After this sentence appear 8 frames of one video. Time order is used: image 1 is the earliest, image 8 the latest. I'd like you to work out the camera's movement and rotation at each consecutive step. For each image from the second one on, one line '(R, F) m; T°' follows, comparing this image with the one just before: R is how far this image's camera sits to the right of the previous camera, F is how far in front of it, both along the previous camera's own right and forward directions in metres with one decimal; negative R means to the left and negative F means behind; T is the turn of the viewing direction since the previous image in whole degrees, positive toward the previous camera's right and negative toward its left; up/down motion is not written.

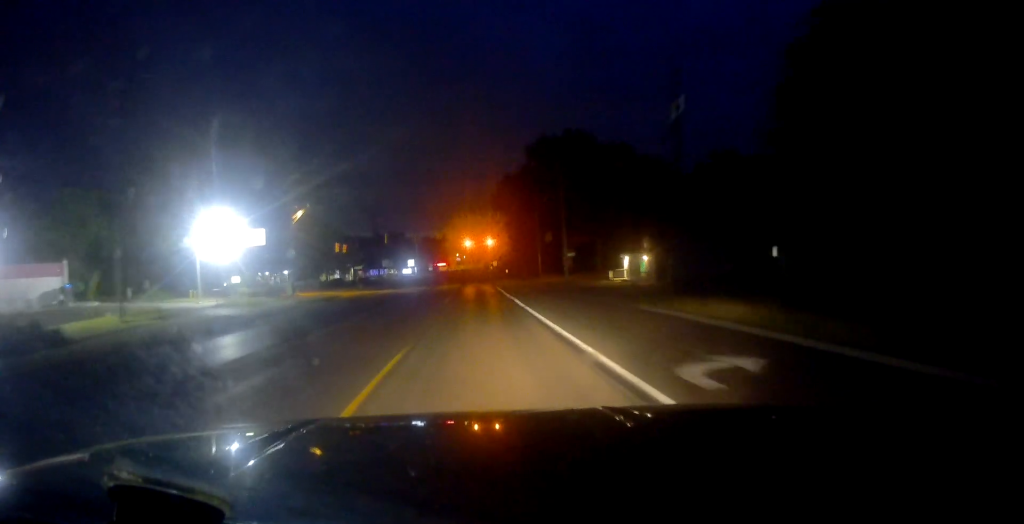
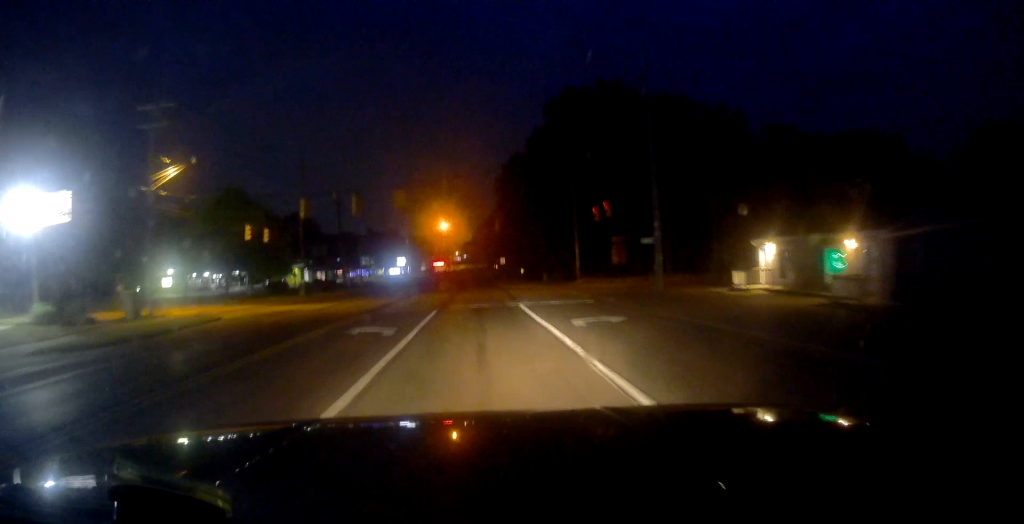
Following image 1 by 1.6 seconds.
(0.0, +30.2) m; -1°
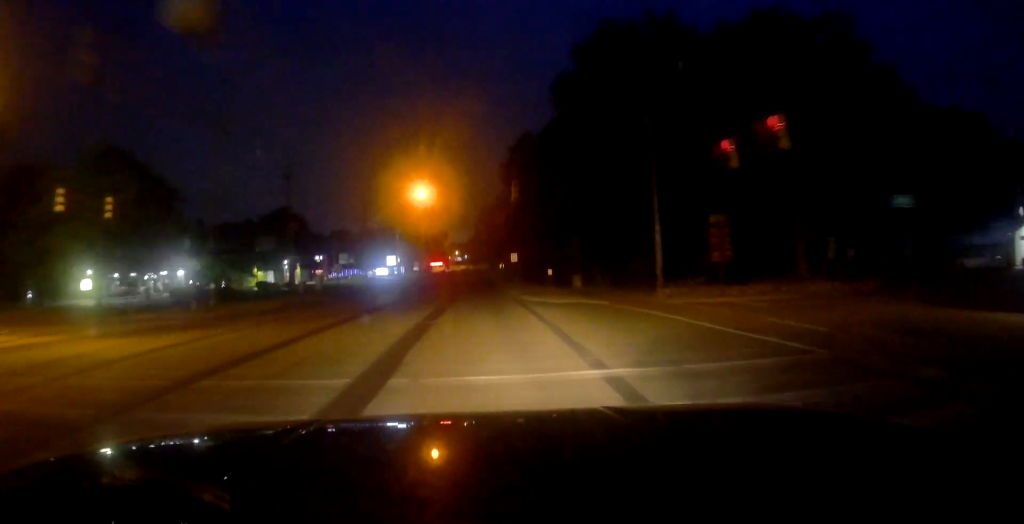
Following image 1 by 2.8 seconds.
(-0.1, +23.0) m; +1°
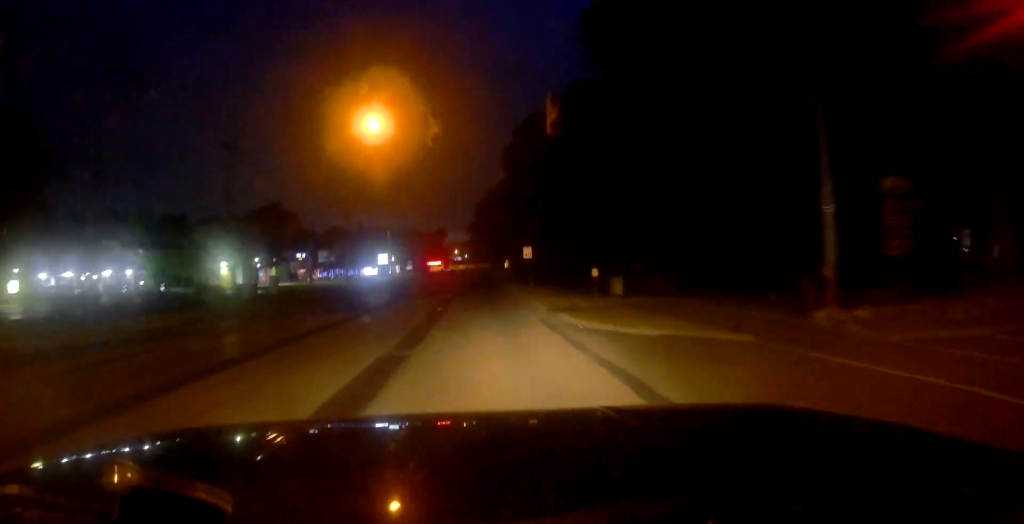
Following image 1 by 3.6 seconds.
(+0.4, +14.8) m; 0°
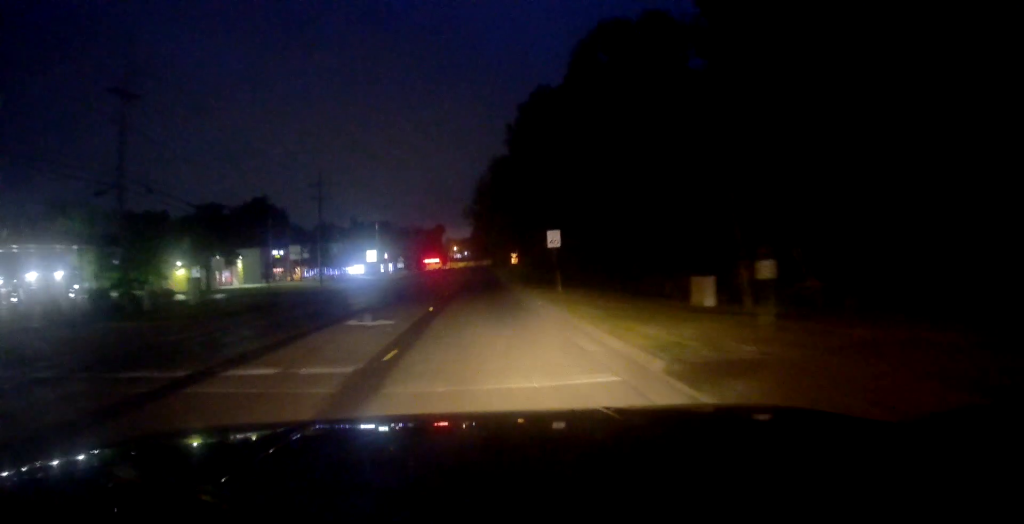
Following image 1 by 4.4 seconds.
(-0.3, +14.8) m; 0°
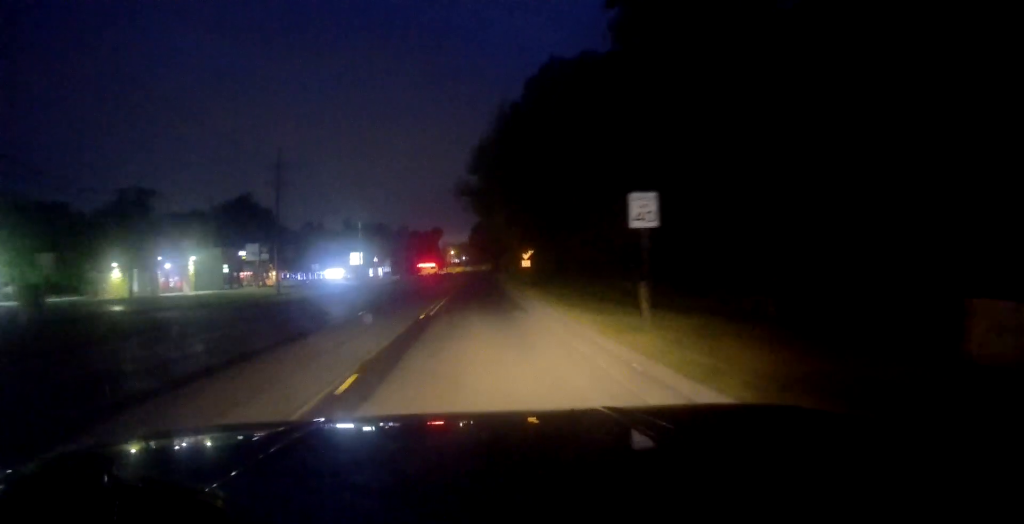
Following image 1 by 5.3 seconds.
(+0.1, +15.4) m; 0°
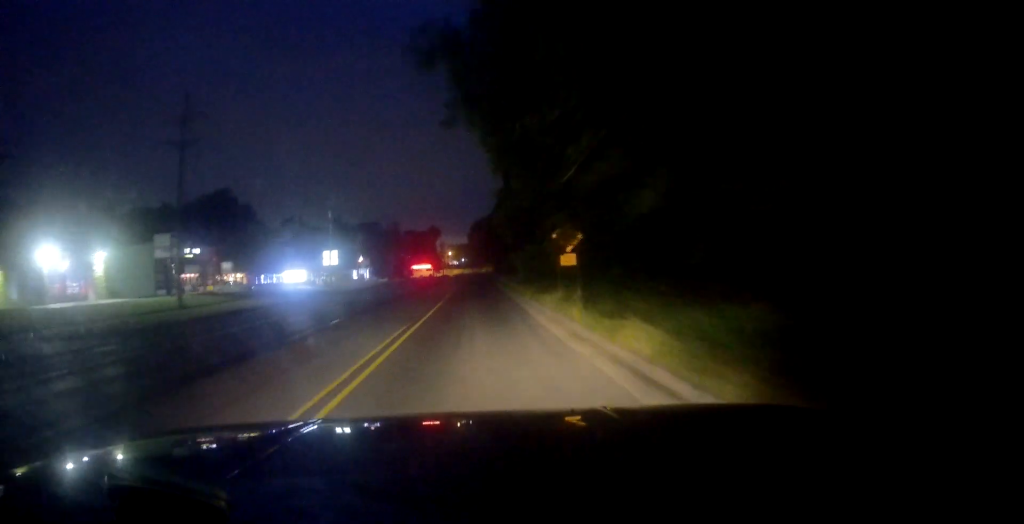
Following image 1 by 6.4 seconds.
(-0.1, +20.2) m; -1°
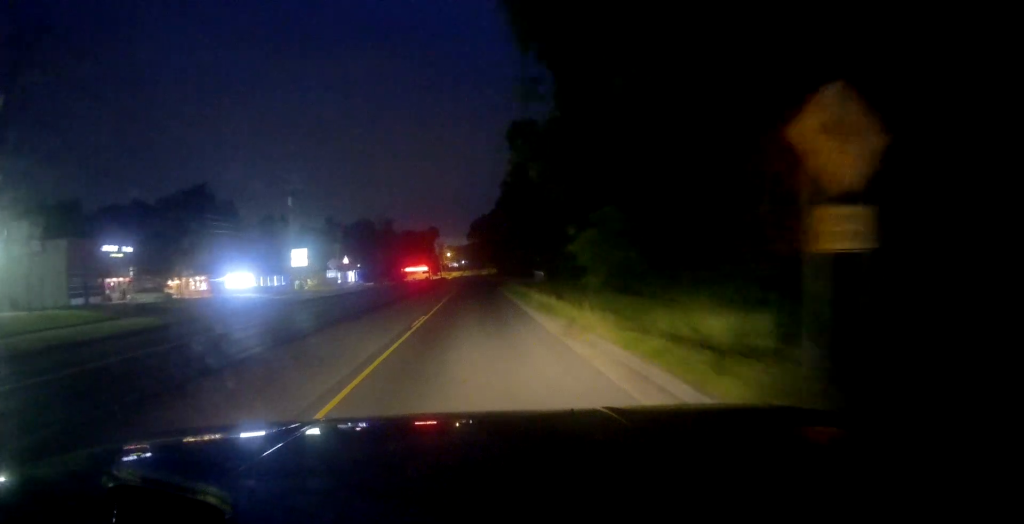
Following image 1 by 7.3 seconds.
(-0.2, +17.7) m; -1°
